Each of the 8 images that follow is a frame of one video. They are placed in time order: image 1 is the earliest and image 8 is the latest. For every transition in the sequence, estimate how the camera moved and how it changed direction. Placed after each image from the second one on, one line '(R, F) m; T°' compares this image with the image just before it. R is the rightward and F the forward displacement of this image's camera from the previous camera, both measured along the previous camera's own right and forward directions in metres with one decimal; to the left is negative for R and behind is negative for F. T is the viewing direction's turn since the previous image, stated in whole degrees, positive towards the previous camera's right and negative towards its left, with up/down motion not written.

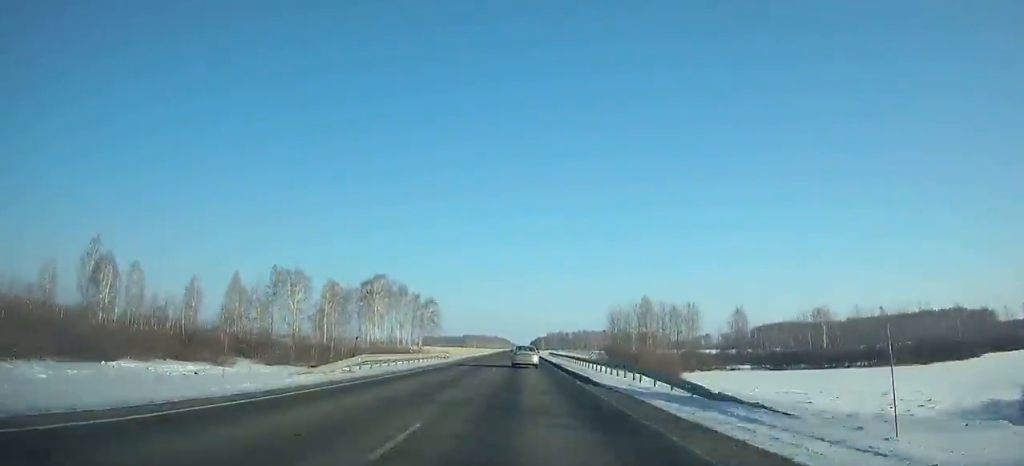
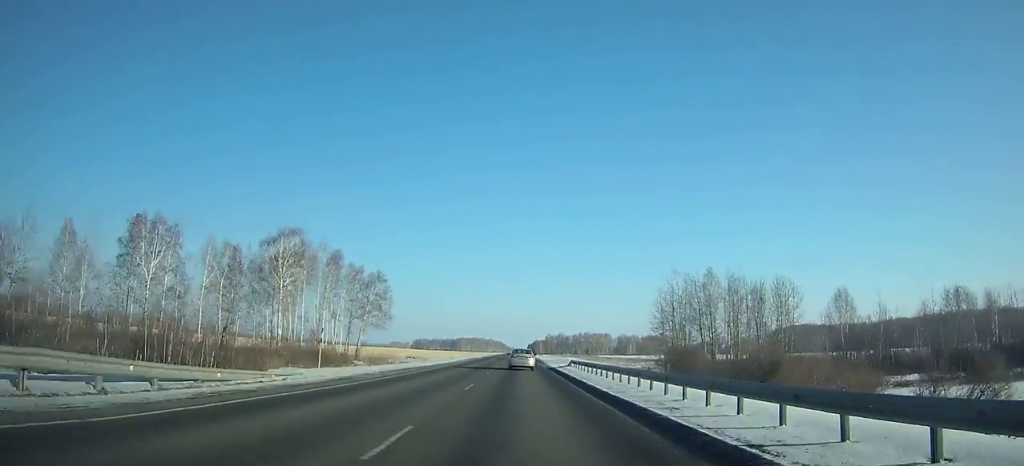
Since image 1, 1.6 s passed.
(+0.1, +47.8) m; 0°
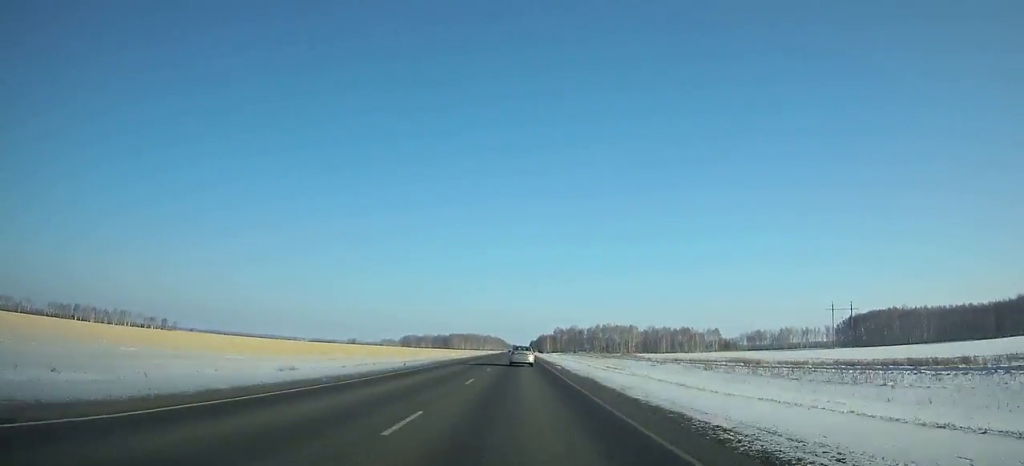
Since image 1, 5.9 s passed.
(-0.1, +129.5) m; 0°
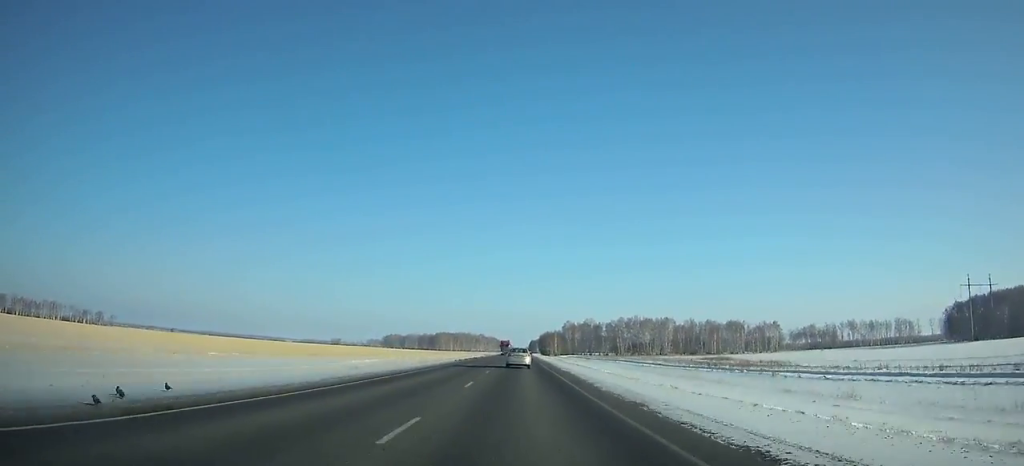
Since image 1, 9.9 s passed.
(0.0, +122.1) m; 0°
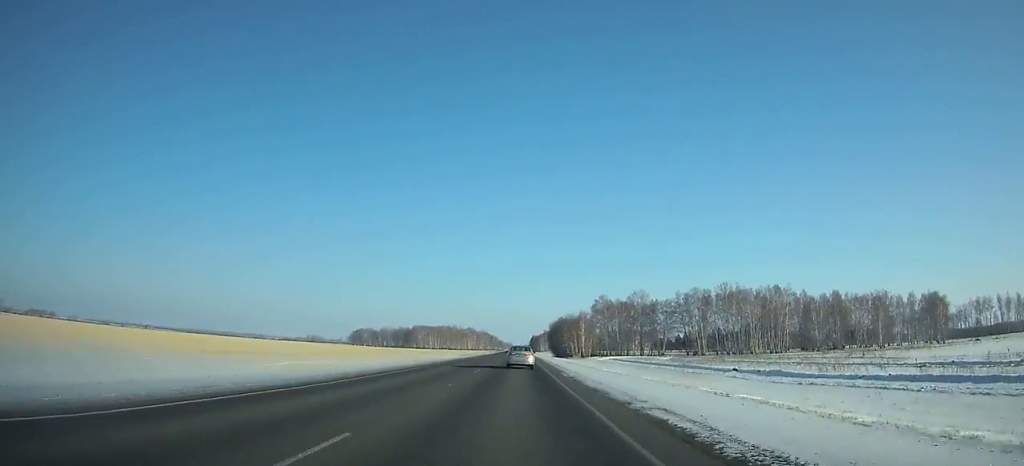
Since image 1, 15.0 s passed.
(-0.2, +157.1) m; 0°
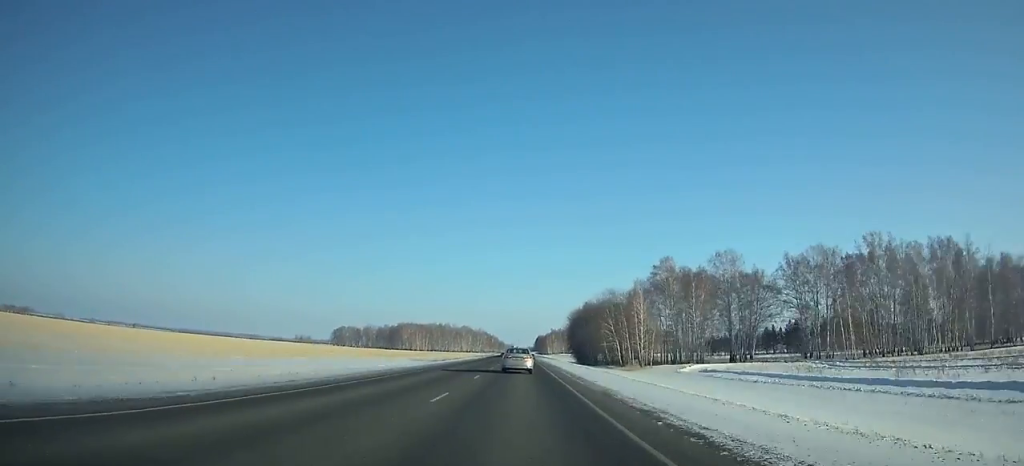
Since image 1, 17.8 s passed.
(-0.2, +85.9) m; 0°
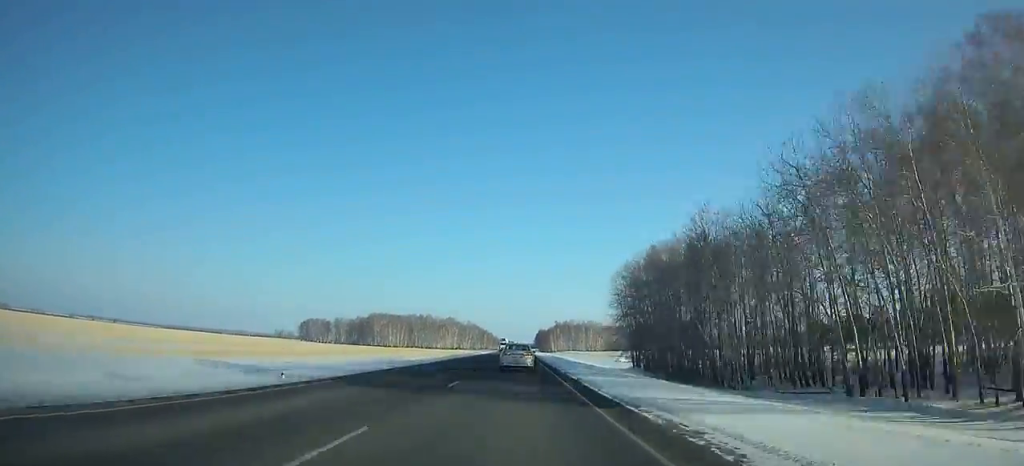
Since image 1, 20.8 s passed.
(-0.1, +91.0) m; 0°
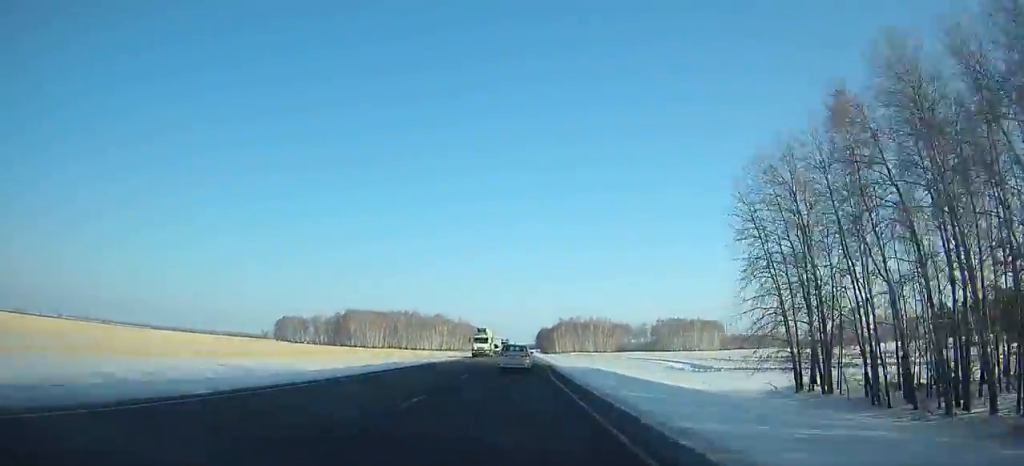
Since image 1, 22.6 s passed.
(+0.1, +54.2) m; 0°
